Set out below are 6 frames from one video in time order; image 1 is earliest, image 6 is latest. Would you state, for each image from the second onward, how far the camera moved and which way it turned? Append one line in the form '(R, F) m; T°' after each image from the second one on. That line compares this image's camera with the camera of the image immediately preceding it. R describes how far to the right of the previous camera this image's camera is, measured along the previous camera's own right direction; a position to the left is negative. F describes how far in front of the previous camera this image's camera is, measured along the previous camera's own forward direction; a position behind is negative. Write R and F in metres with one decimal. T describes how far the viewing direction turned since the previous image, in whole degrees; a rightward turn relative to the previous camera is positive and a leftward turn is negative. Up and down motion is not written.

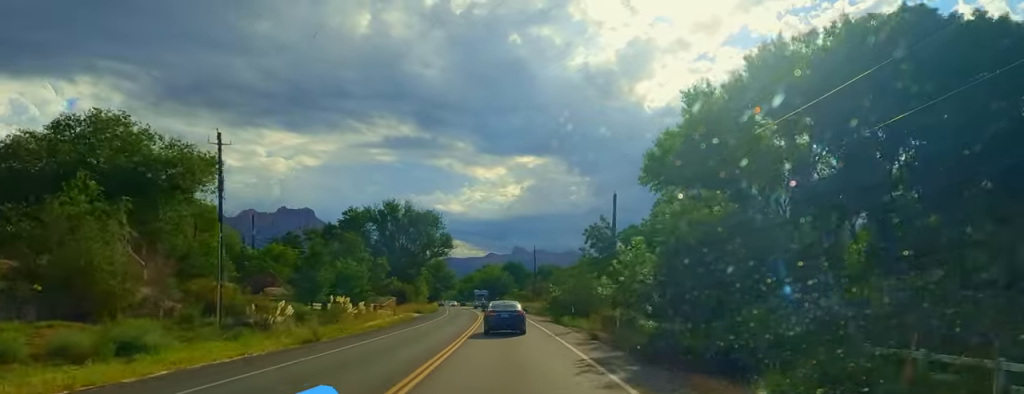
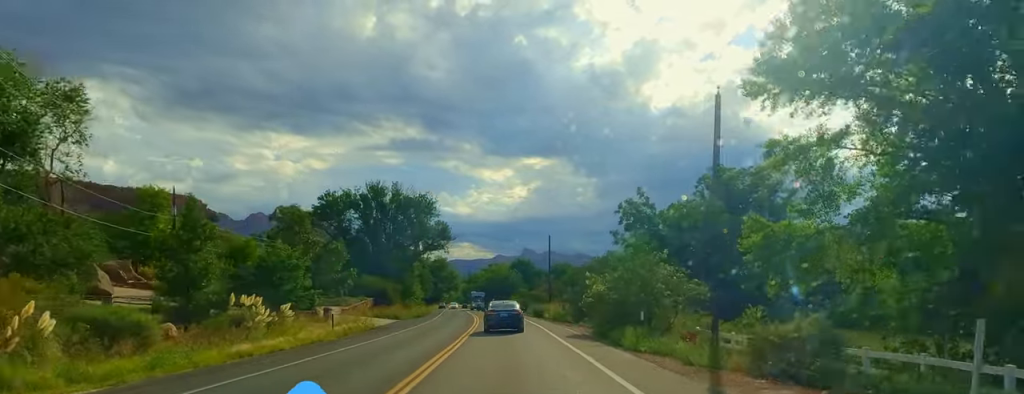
(+0.1, +22.7) m; -2°
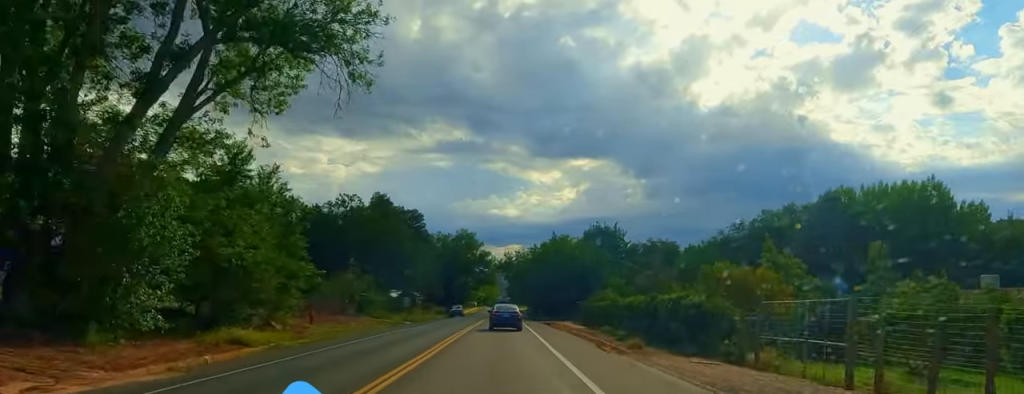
(-7.5, +94.6) m; -5°
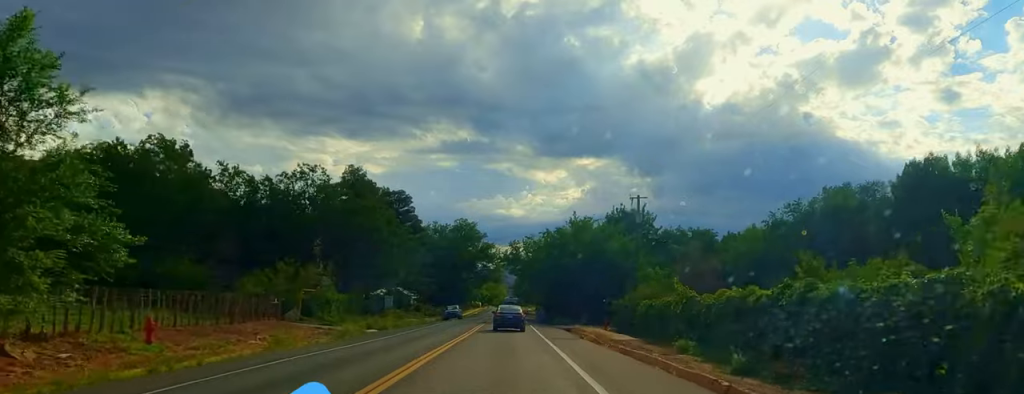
(+0.6, +19.9) m; +1°
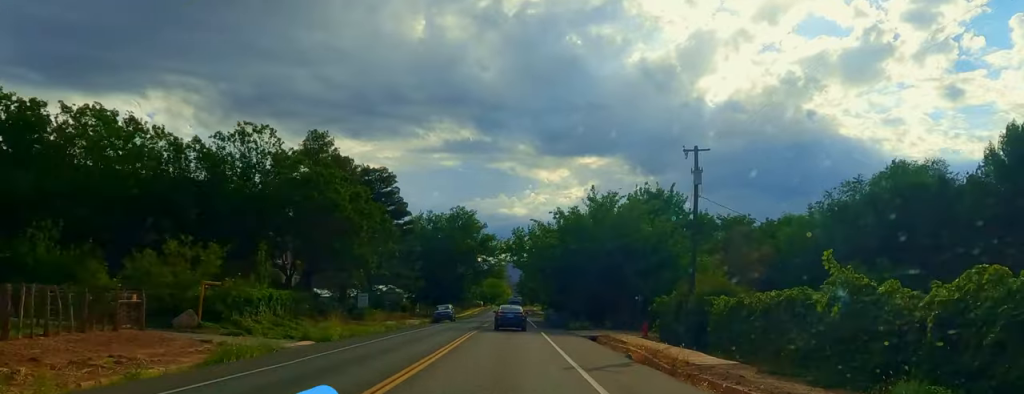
(+0.1, +15.9) m; 0°
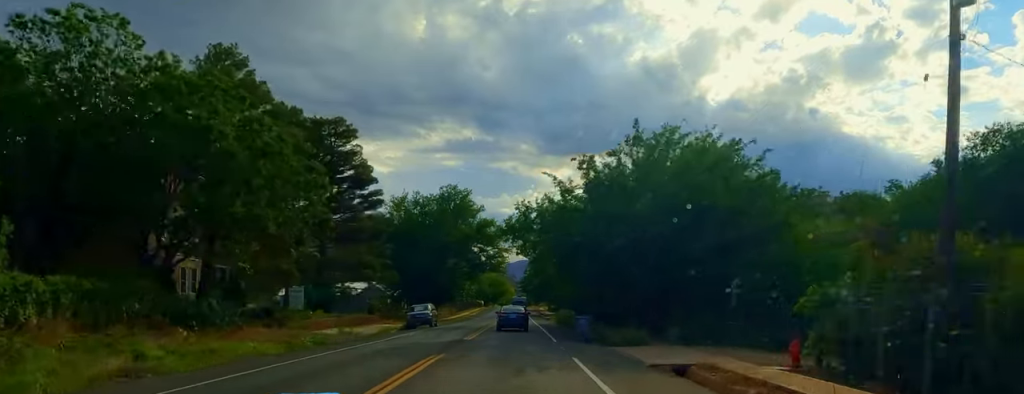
(+0.3, +21.5) m; -1°
